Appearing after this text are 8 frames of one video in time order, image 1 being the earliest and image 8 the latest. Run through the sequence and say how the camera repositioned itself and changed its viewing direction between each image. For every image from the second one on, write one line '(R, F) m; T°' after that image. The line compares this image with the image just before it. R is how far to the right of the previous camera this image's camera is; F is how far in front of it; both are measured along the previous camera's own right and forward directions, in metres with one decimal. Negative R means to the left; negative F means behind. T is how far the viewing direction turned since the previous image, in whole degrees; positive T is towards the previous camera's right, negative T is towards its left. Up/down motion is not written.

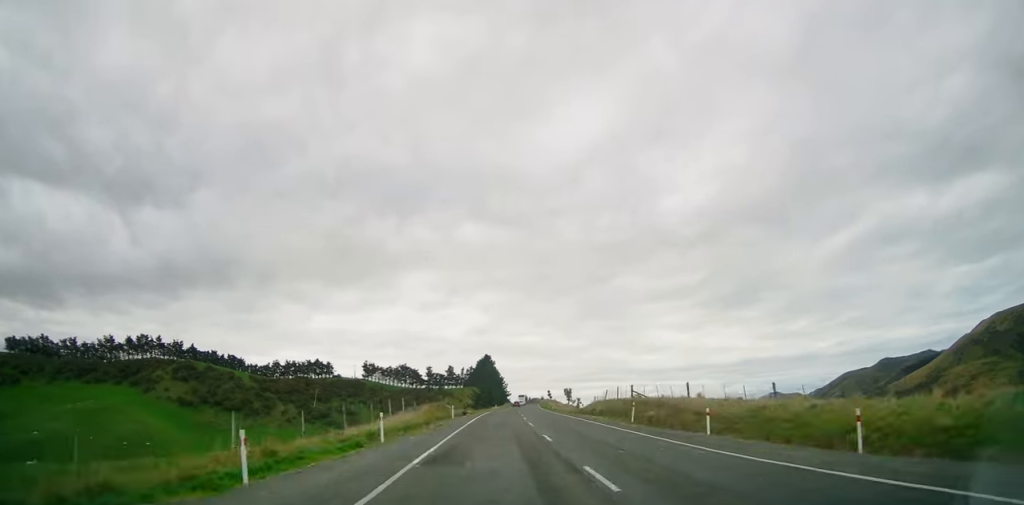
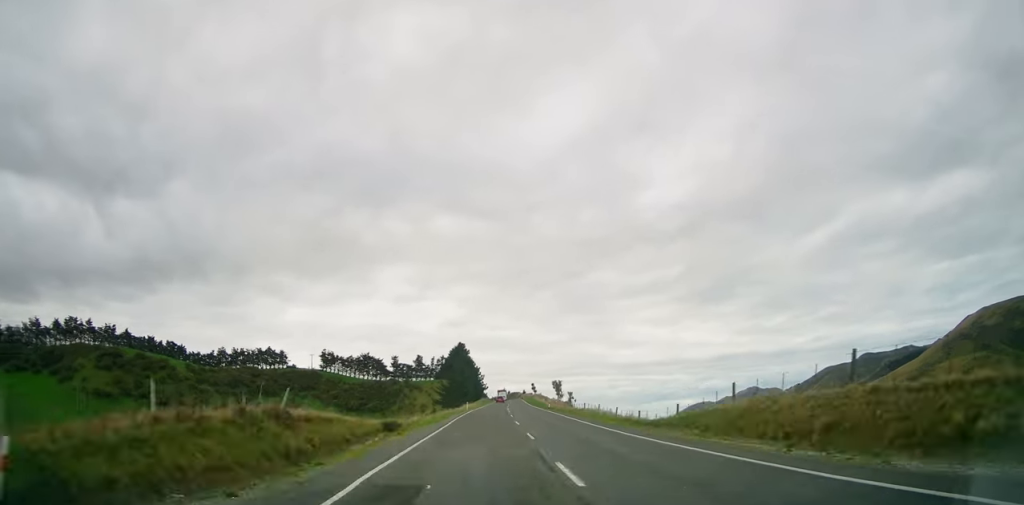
(+0.9, +37.0) m; +1°
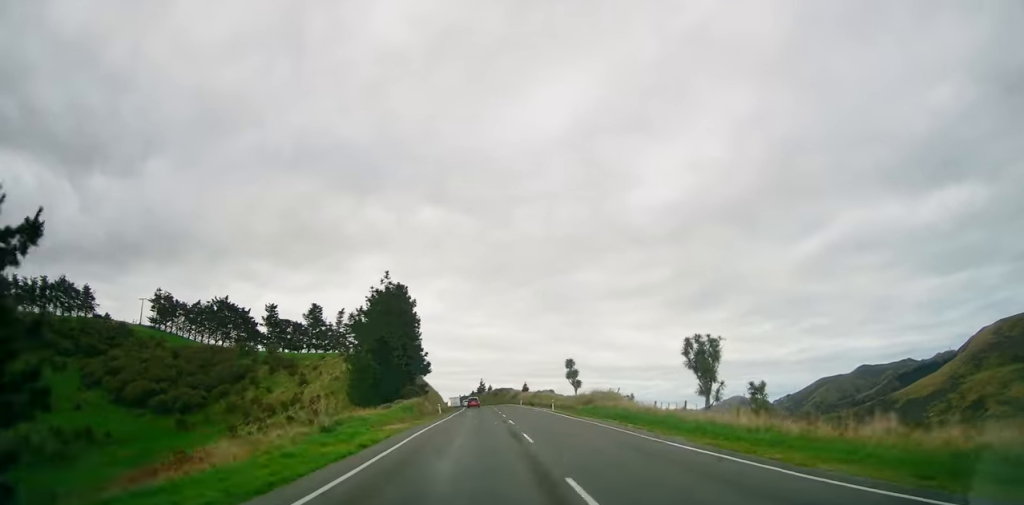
(+3.1, +141.9) m; +2°
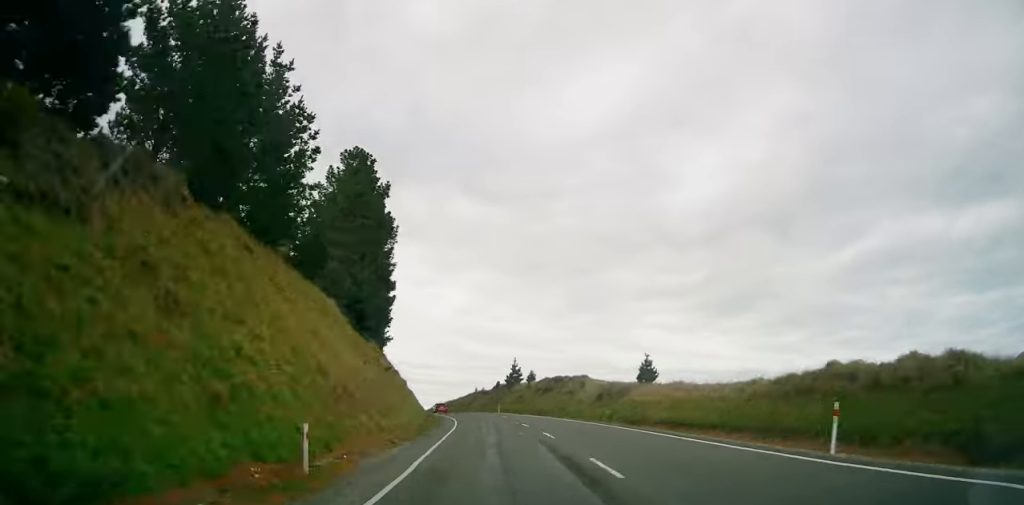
(-2.8, +82.1) m; -7°
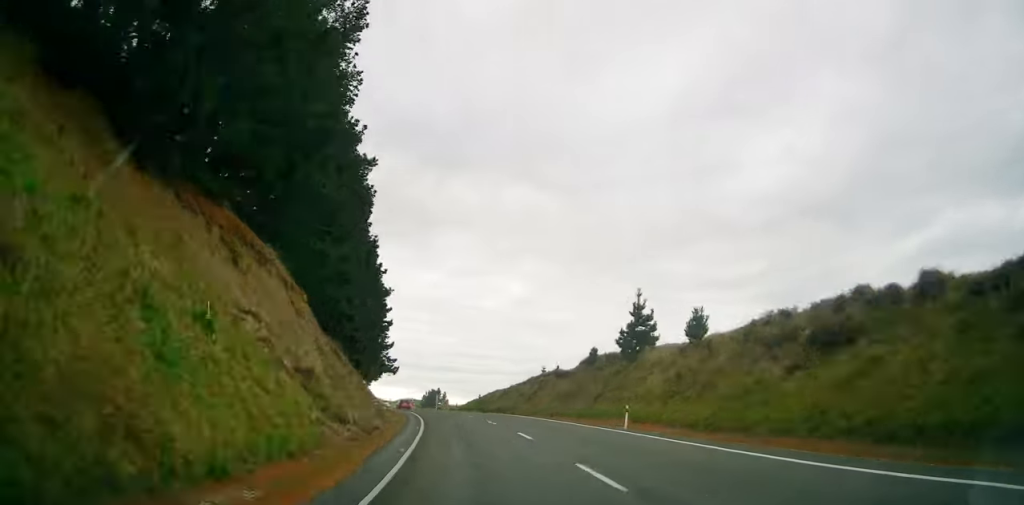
(-2.3, +53.2) m; -7°
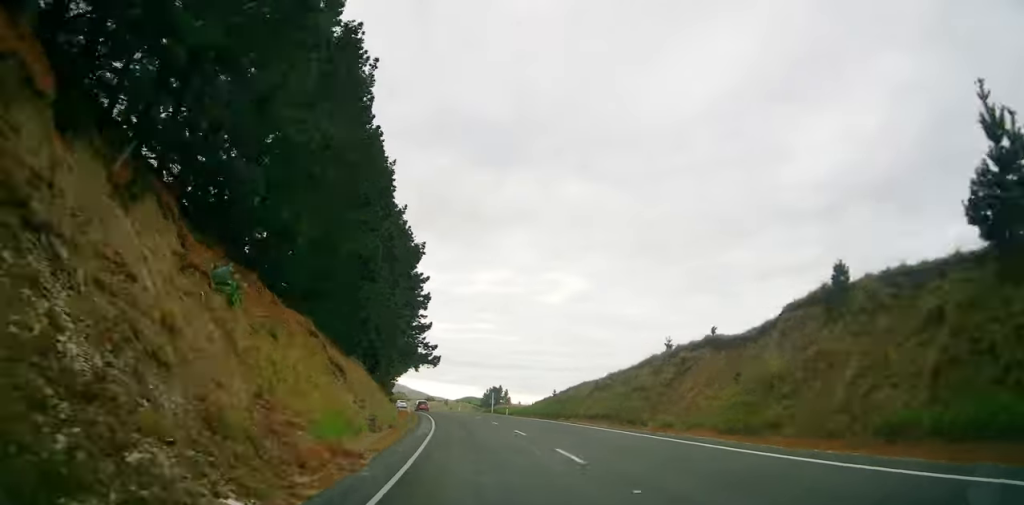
(-2.0, +26.6) m; -4°
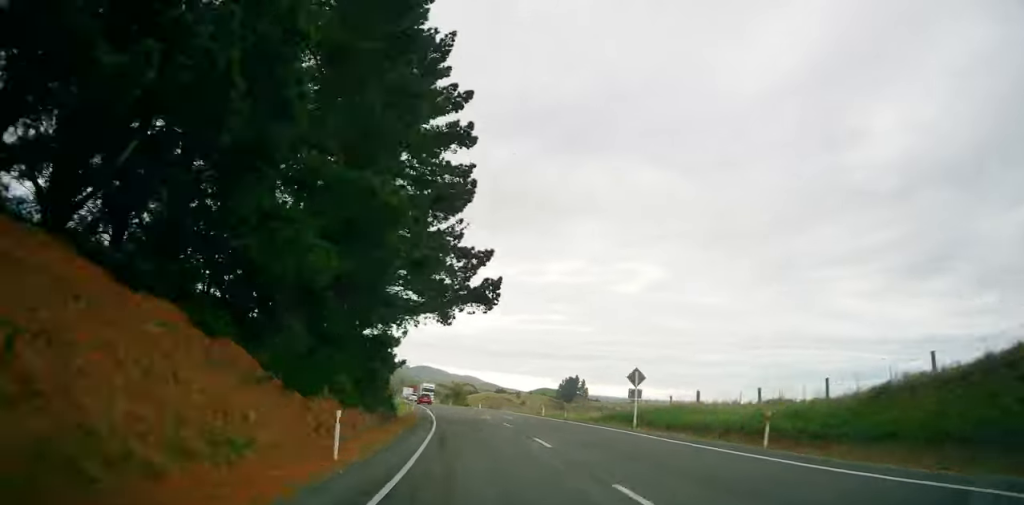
(-0.9, +44.5) m; -7°
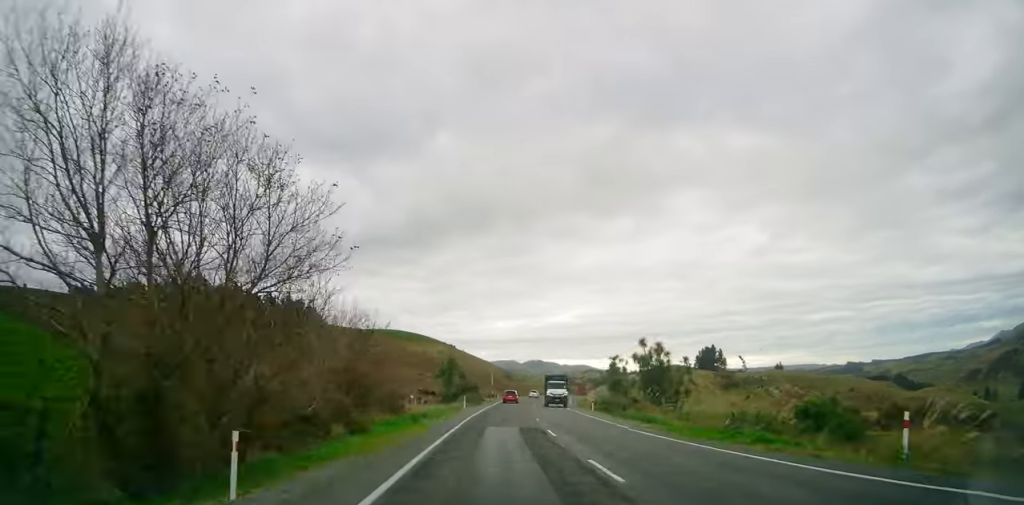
(-9.7, +96.4) m; -4°
